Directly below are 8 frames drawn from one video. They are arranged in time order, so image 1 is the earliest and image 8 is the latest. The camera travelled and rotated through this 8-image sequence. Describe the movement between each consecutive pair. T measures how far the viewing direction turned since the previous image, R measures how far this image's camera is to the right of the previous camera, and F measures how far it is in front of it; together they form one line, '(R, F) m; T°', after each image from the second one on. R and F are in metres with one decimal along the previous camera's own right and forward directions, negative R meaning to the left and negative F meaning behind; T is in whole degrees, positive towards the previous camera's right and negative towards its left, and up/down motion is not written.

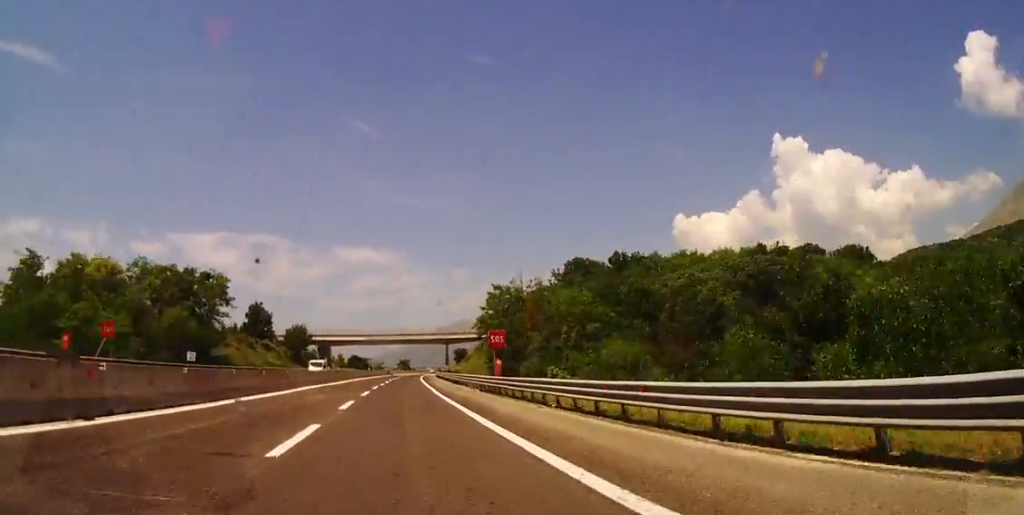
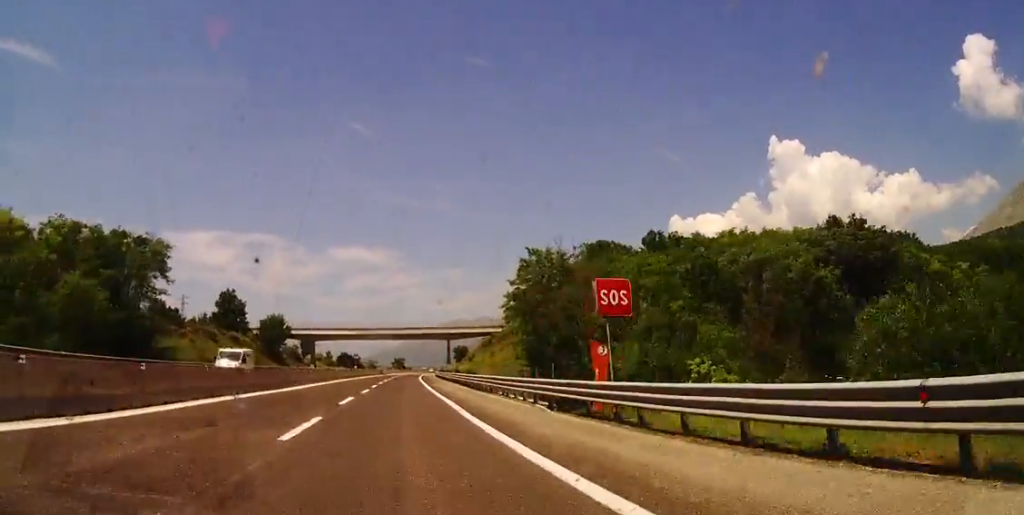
(+0.2, +21.9) m; +1°
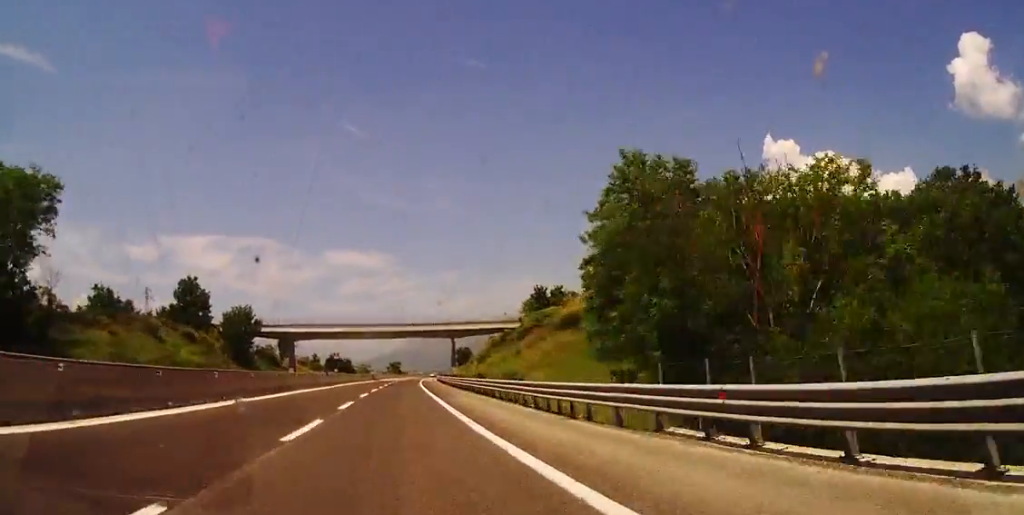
(-0.4, +23.0) m; +1°
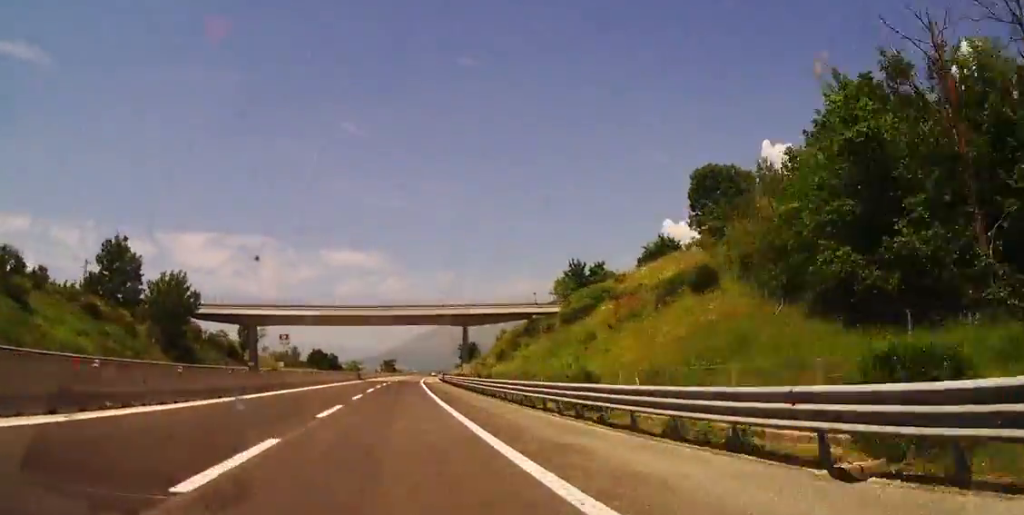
(+0.6, +29.0) m; +1°
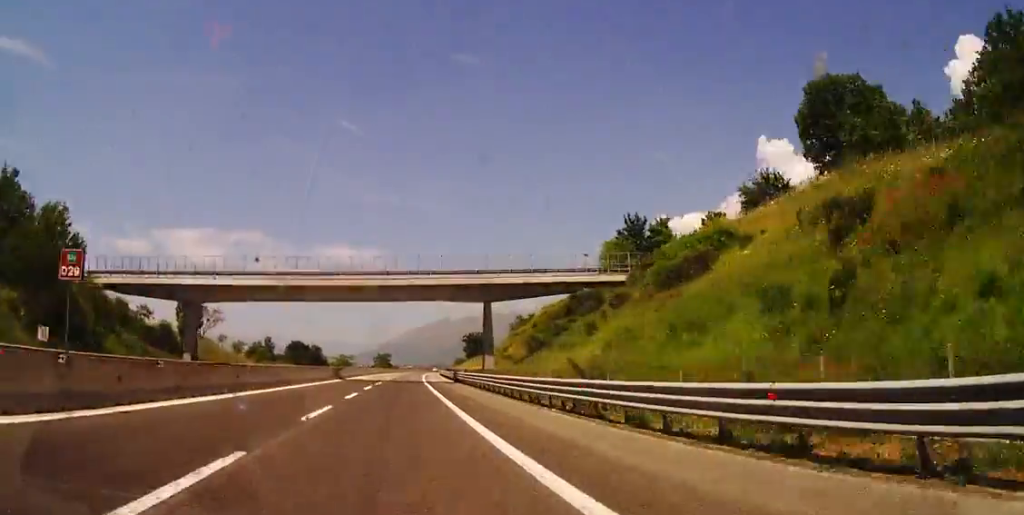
(+0.3, +26.5) m; +1°
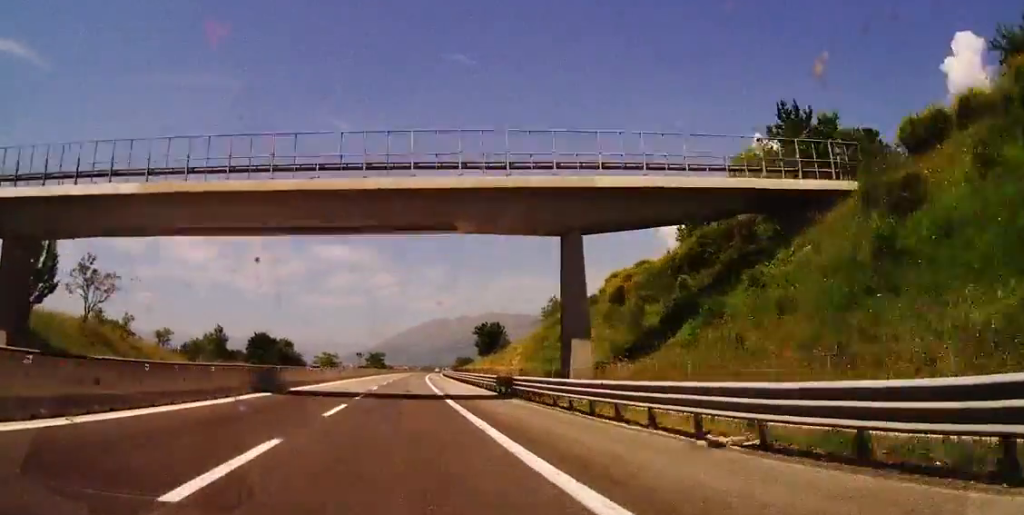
(+0.1, +32.5) m; 0°
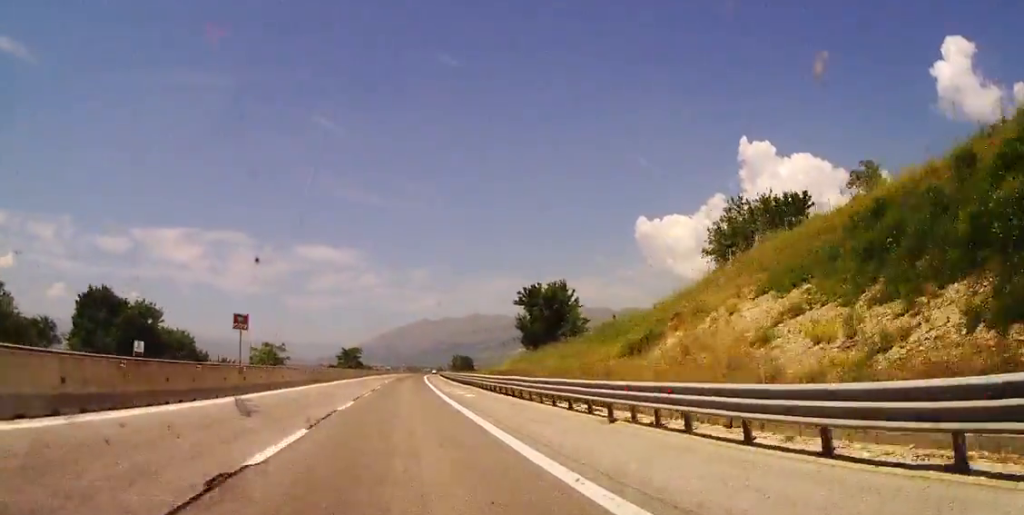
(-1.5, +57.5) m; -1°
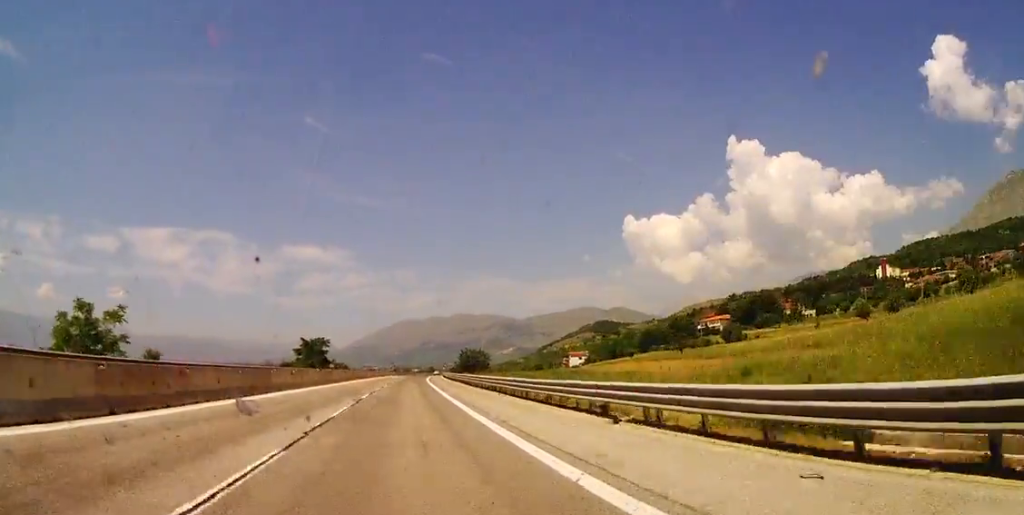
(+1.8, +63.5) m; +2°
